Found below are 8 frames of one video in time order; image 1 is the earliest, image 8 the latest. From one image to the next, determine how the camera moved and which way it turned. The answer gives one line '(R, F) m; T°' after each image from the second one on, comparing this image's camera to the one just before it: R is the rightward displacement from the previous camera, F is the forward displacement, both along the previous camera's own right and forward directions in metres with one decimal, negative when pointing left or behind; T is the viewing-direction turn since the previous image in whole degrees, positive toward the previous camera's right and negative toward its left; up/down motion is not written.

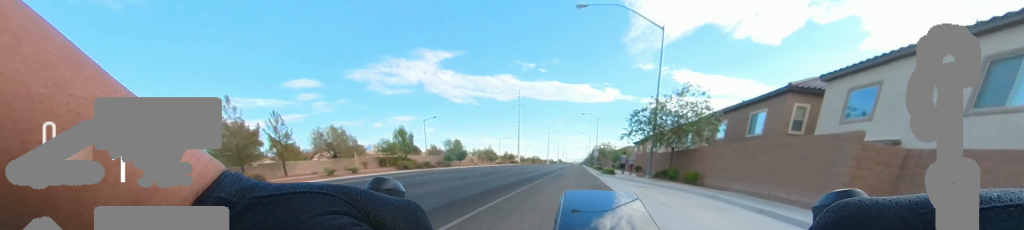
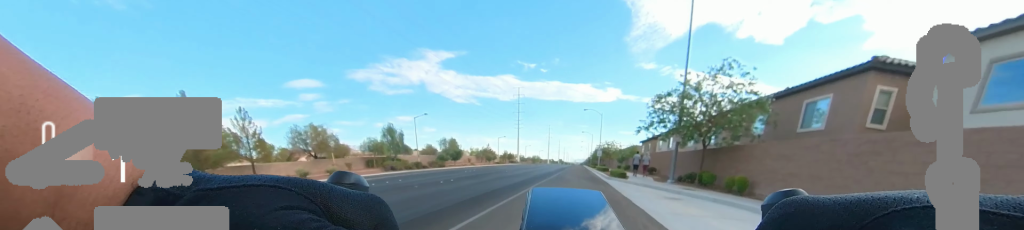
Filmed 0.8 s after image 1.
(0.0, +4.2) m; 0°
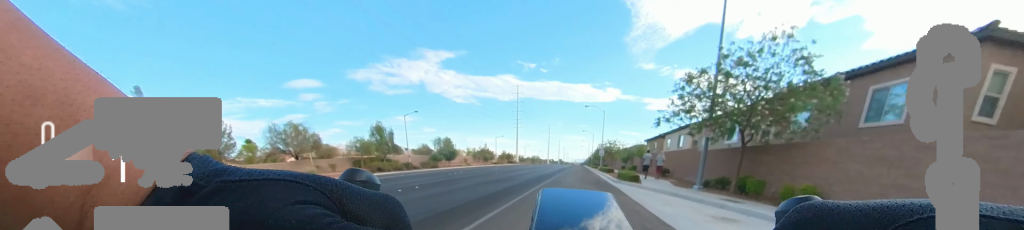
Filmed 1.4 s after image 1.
(0.0, +3.1) m; 0°
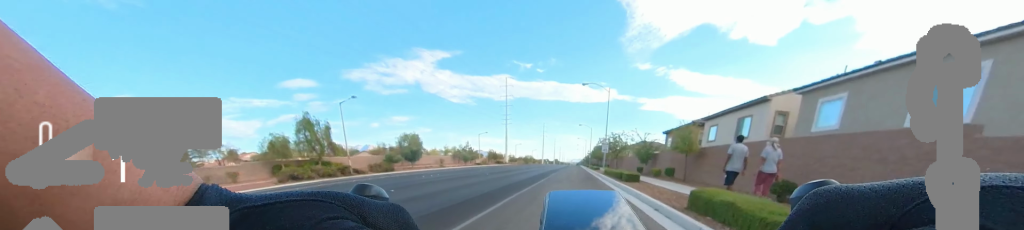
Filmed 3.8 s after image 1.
(0.0, +13.5) m; 0°
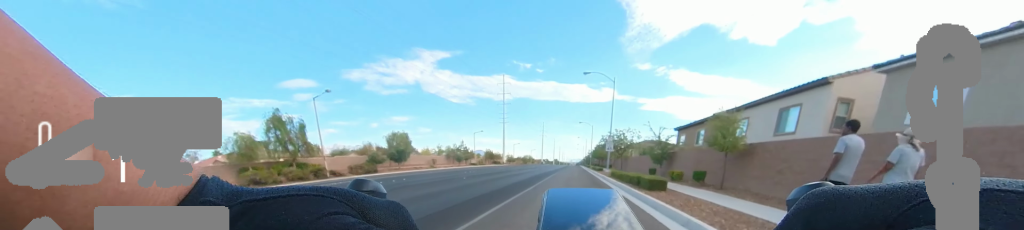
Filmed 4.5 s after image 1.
(0.0, +4.3) m; 0°
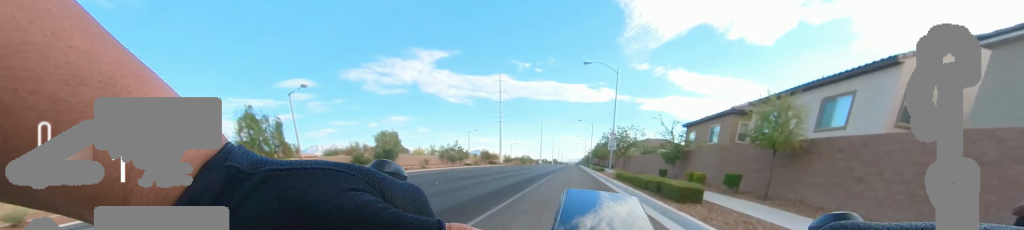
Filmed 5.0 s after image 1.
(0.0, +3.1) m; 0°
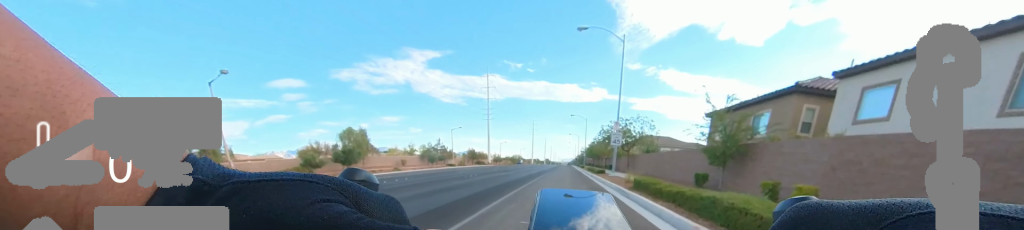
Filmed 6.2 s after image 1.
(0.0, +6.8) m; 0°
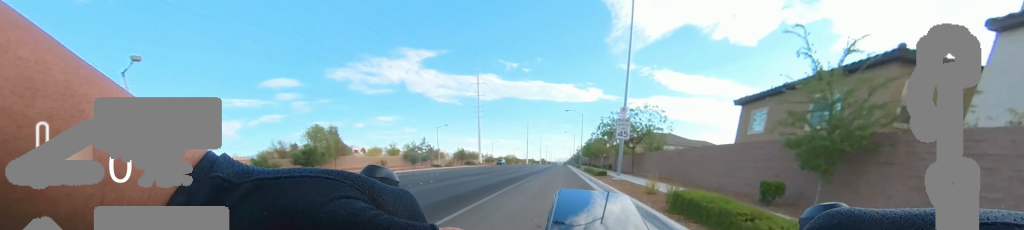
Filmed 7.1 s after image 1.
(0.0, +4.8) m; 0°
